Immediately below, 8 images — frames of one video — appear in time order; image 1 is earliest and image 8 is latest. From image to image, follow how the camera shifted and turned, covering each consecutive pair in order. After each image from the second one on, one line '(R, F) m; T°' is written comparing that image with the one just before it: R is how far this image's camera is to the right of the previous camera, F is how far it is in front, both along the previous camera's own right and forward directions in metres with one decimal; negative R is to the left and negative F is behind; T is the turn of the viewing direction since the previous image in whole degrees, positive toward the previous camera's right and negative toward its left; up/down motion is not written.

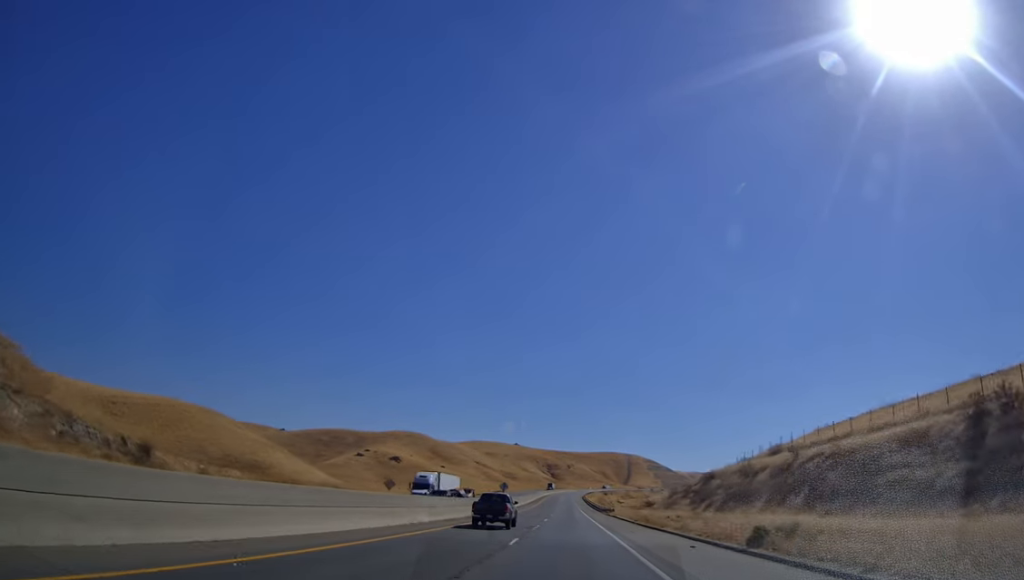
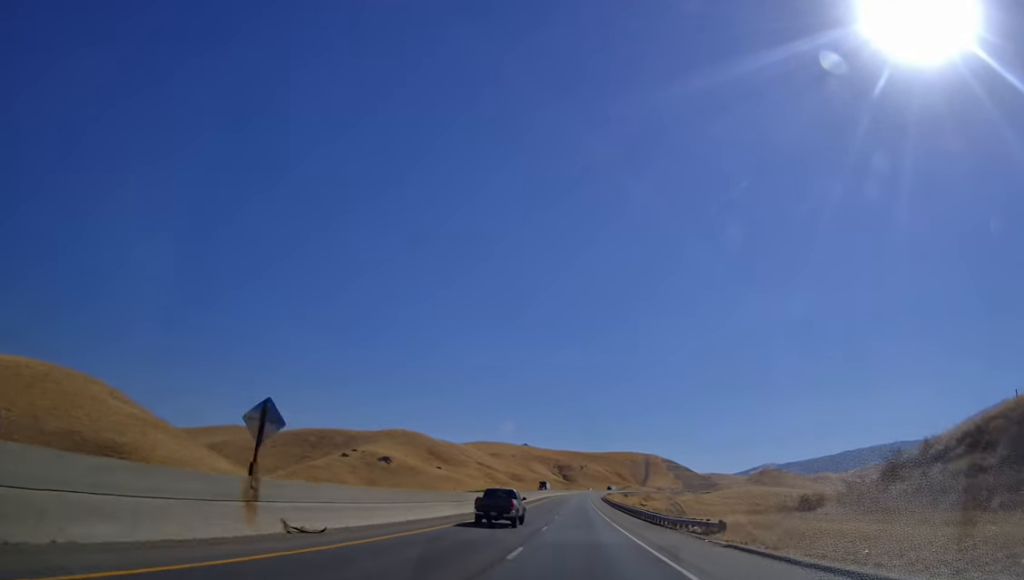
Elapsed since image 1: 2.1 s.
(-1.4, +63.4) m; -2°
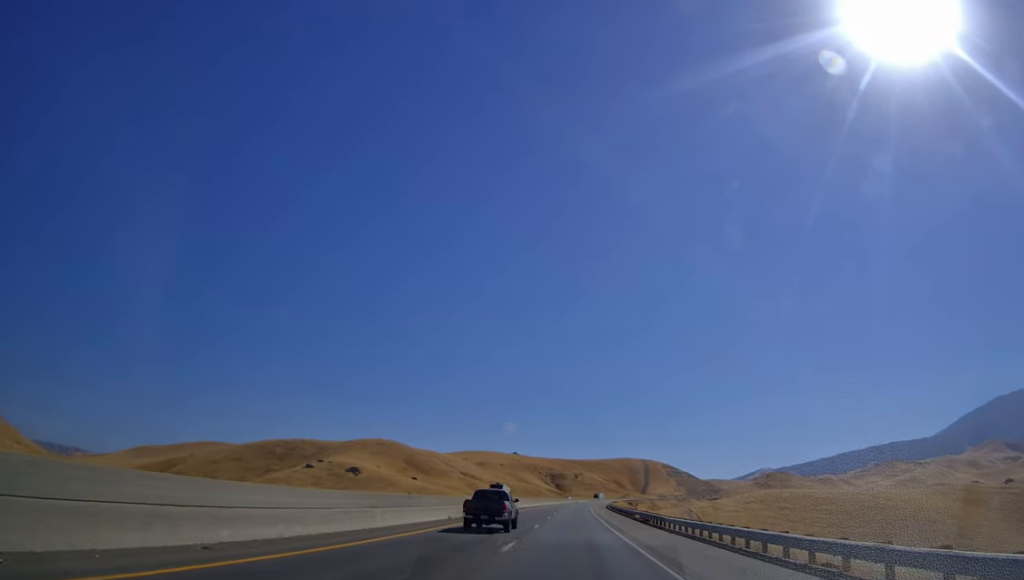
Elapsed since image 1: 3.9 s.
(-0.7, +55.6) m; -1°
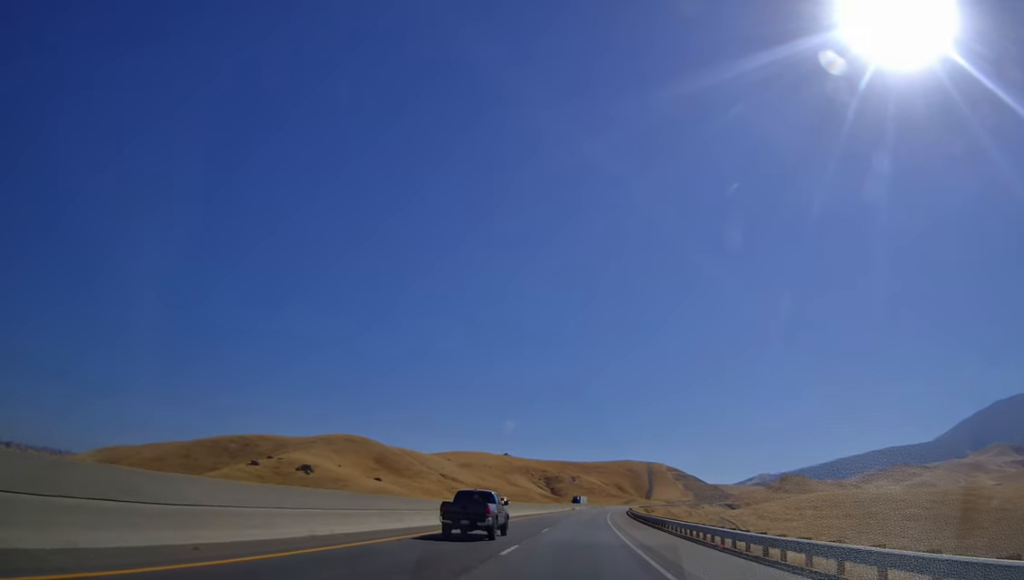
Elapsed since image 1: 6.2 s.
(-0.4, +72.0) m; 0°
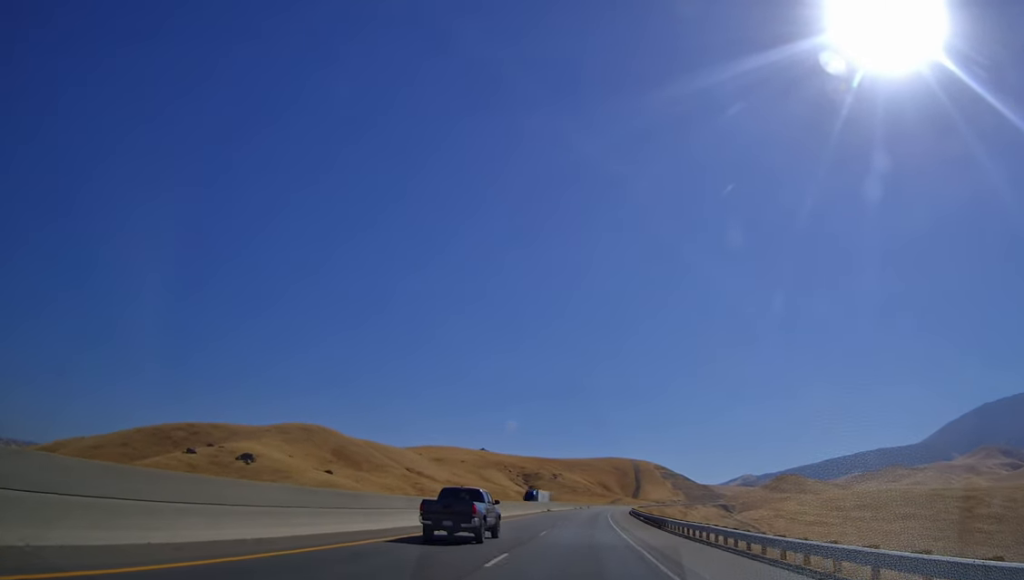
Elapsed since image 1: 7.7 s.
(+0.2, +47.0) m; +1°
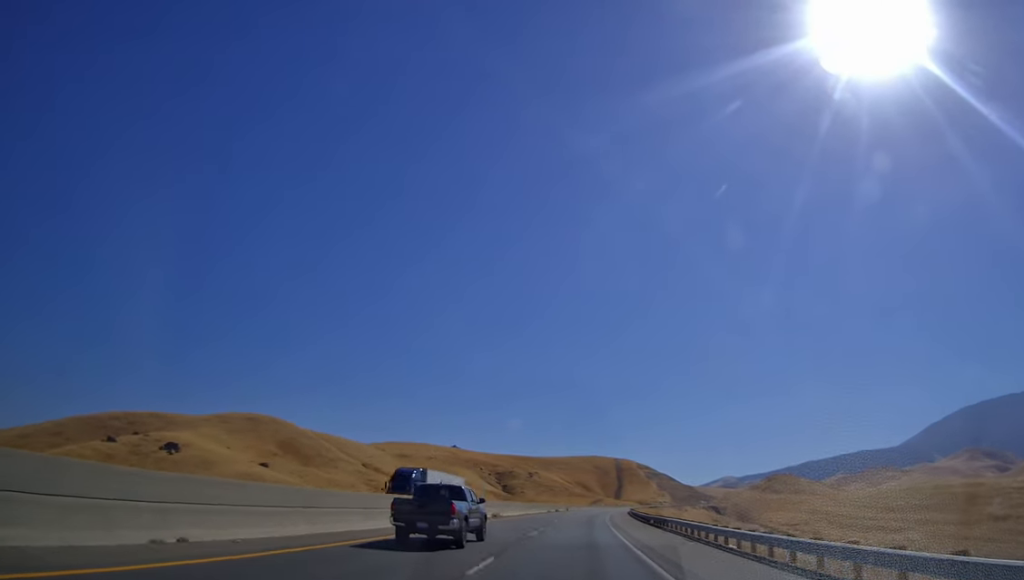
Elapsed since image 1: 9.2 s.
(-0.1, +44.8) m; +1°
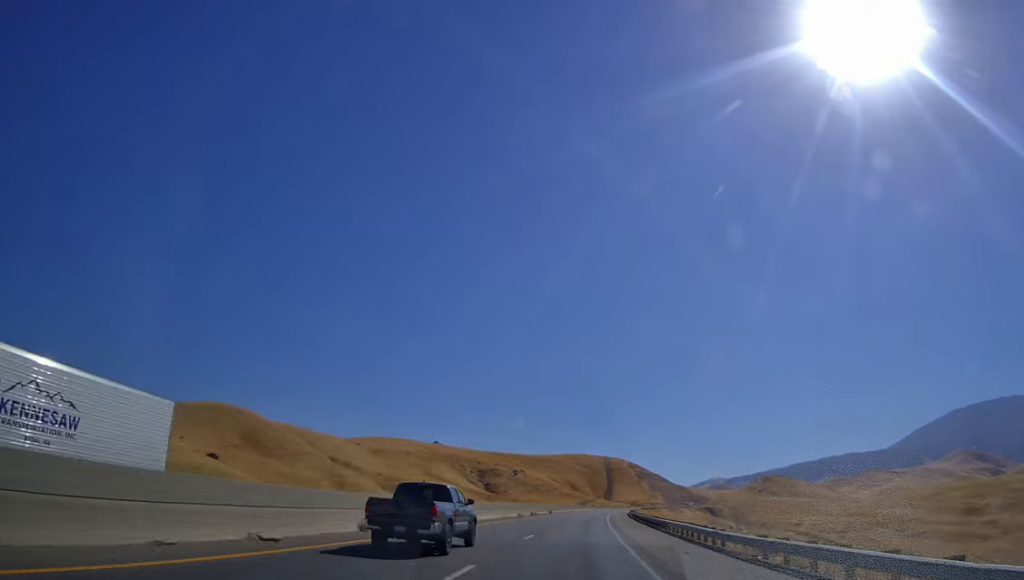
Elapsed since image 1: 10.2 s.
(+0.6, +30.5) m; +1°
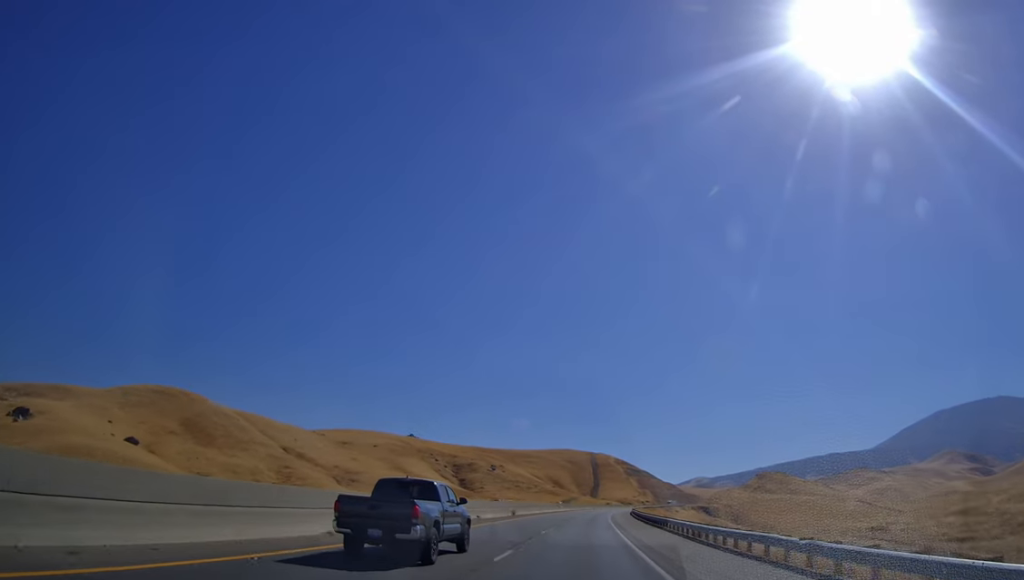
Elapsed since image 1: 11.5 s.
(+0.4, +38.7) m; +2°
